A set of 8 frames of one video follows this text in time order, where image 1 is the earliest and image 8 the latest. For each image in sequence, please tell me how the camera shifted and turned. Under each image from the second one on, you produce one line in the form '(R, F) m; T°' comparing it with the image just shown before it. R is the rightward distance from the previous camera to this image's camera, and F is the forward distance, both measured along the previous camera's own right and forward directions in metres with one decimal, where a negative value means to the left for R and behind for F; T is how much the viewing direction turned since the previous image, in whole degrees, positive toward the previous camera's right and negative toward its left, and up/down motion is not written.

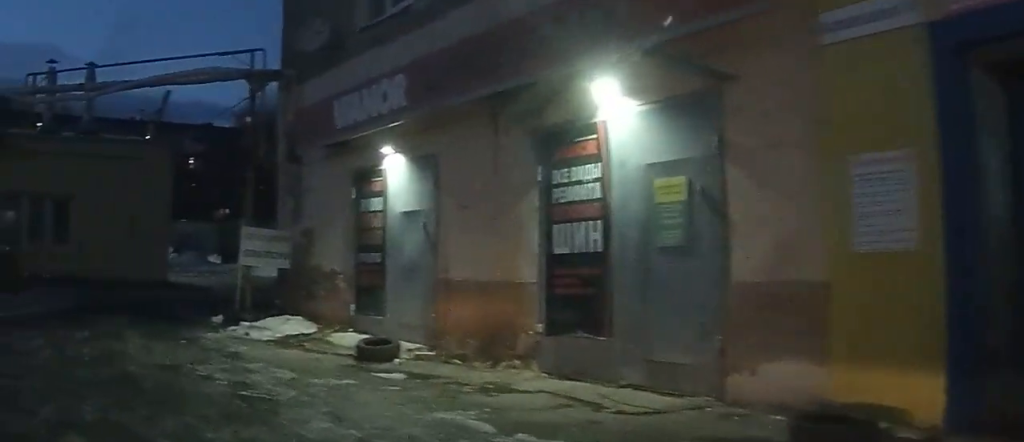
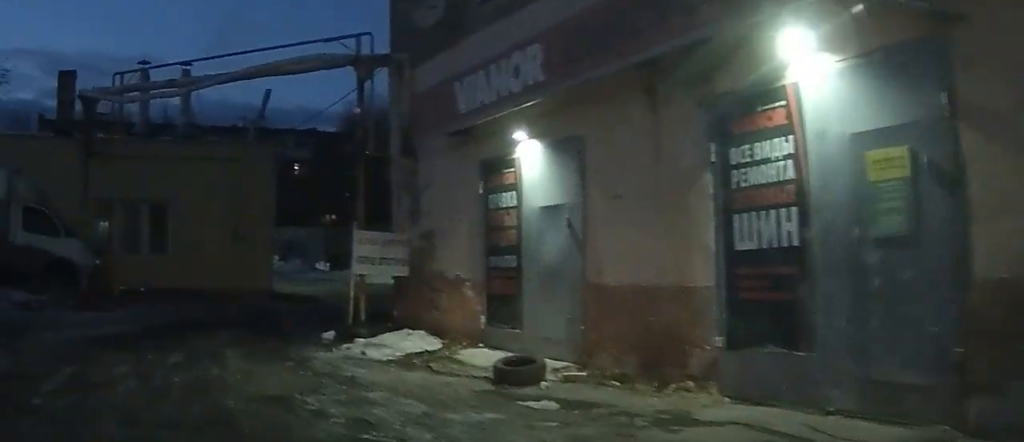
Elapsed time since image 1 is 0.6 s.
(-0.2, +1.1) m; -6°
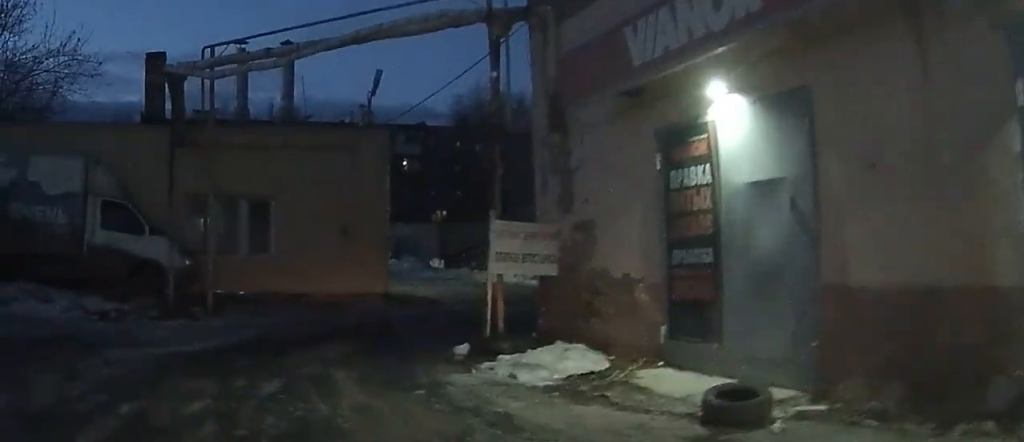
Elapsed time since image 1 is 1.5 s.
(0.0, +1.8) m; -12°
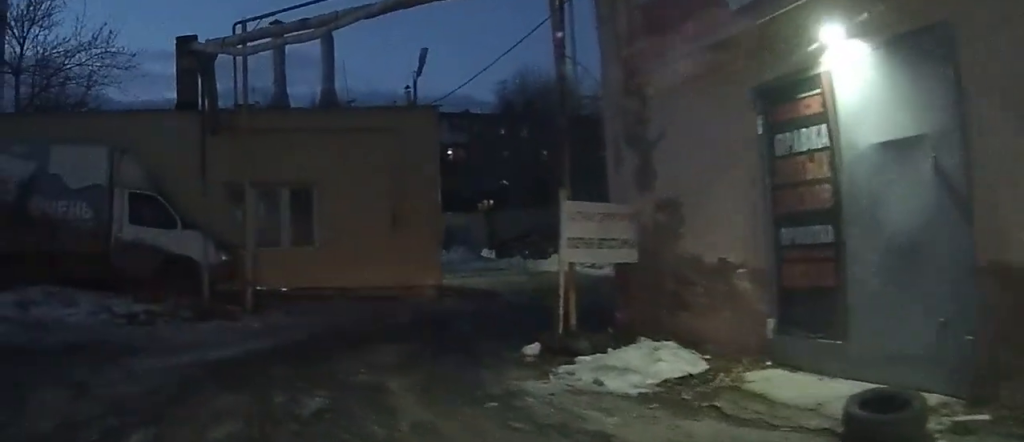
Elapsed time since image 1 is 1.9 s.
(0.0, +0.9) m; -7°
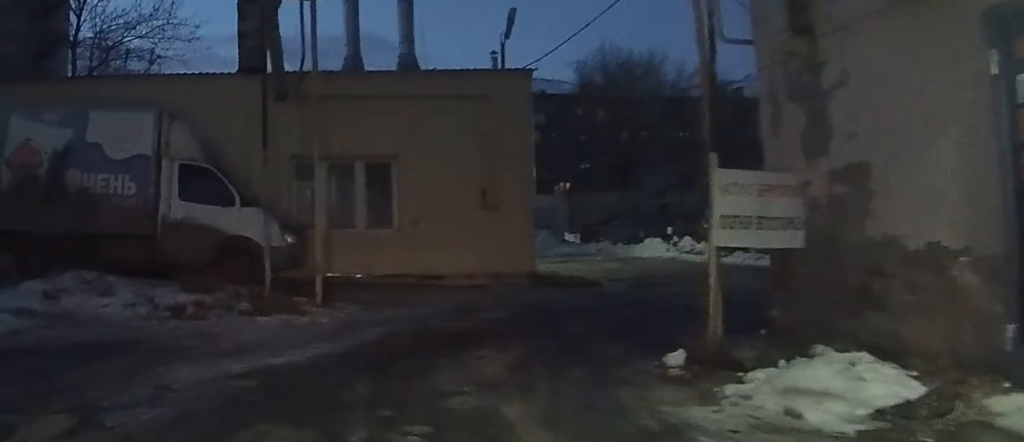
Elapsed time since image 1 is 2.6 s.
(-0.3, +1.6) m; -13°
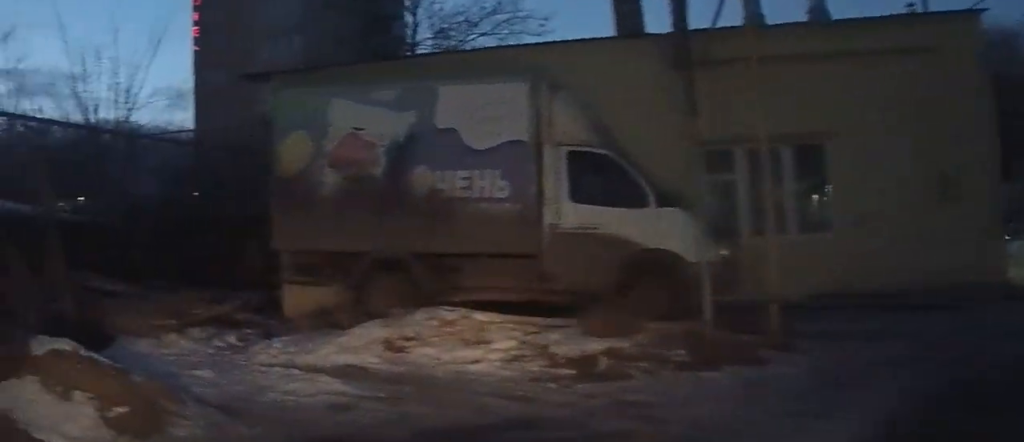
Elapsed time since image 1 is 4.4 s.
(-0.5, +3.6) m; -24°
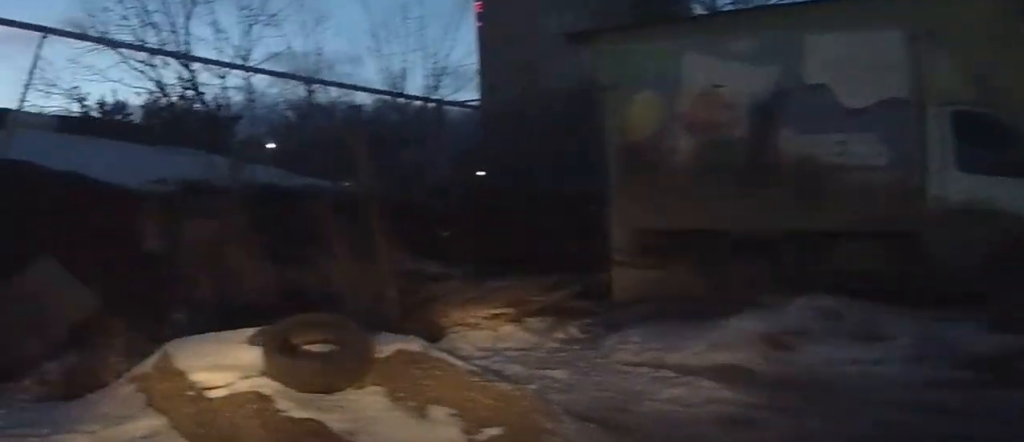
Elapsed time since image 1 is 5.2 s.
(-0.2, +1.2) m; -18°
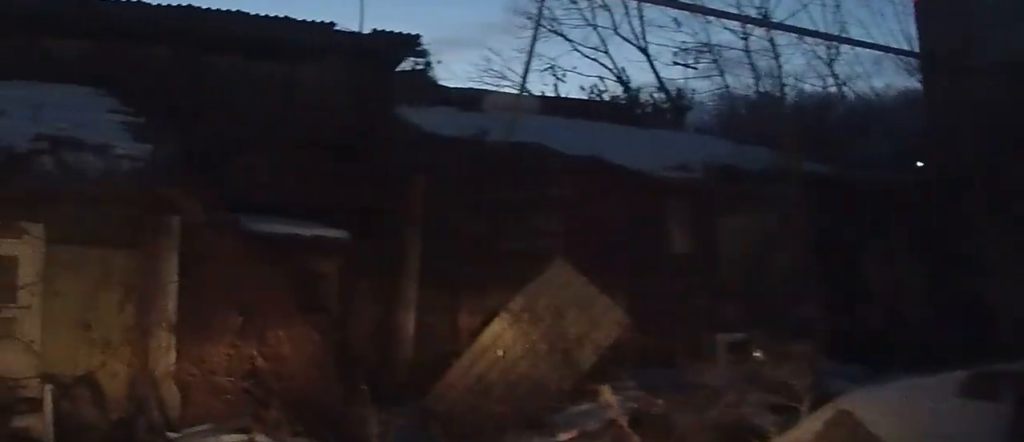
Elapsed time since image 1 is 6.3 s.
(-0.4, +1.6) m; -14°
